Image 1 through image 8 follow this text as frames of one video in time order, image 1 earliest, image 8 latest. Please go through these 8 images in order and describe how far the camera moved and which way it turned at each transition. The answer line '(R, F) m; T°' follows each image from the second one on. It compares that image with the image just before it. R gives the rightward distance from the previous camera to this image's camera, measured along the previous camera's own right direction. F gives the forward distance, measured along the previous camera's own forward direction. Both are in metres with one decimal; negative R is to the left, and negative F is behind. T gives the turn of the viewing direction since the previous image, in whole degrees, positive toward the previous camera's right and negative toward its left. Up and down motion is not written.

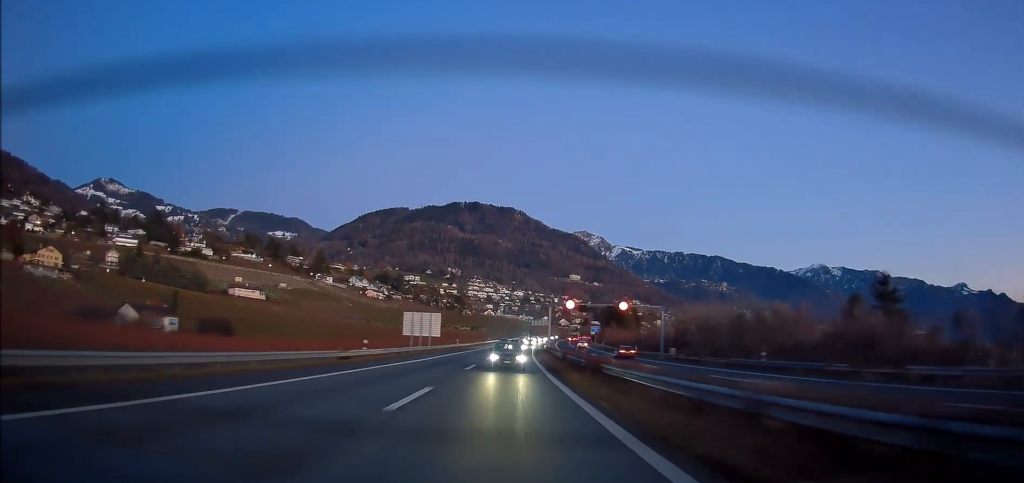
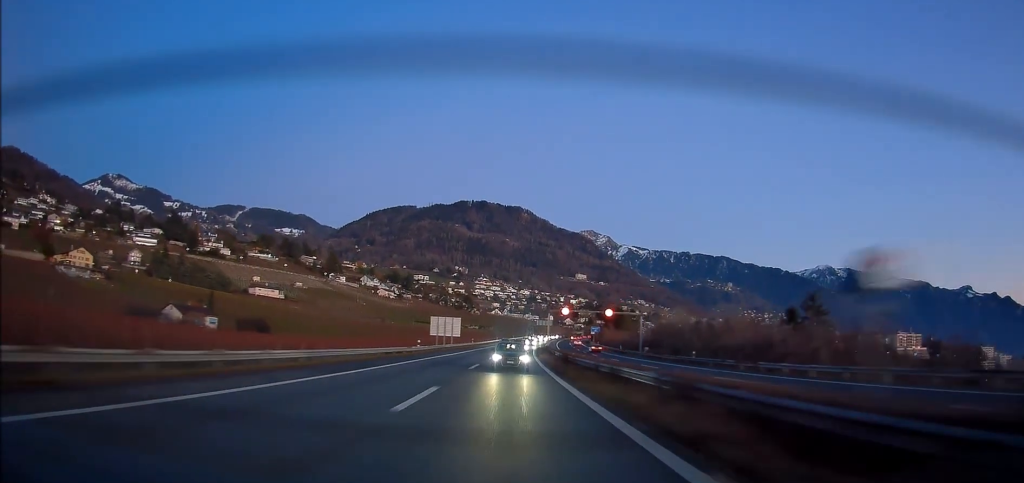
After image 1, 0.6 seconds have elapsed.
(-0.2, +17.6) m; 0°
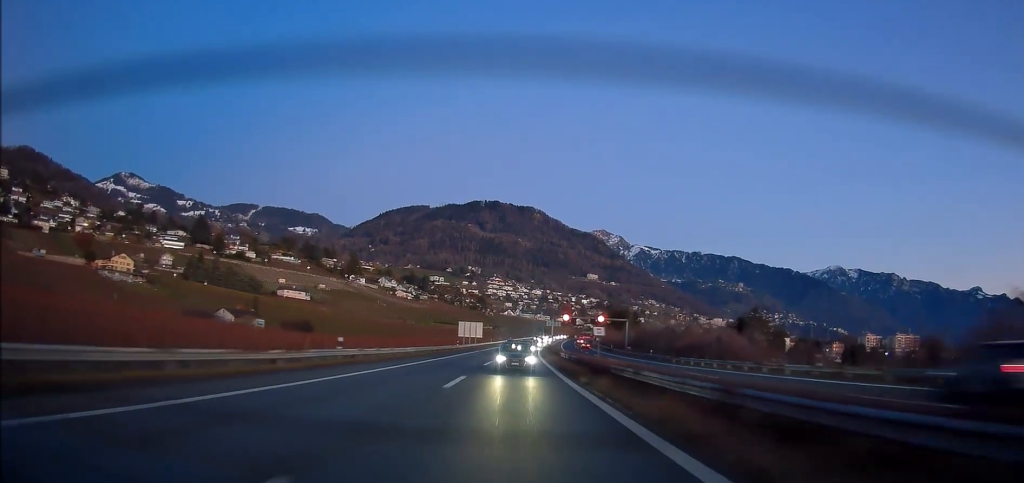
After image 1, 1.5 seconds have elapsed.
(+0.1, +24.7) m; -1°
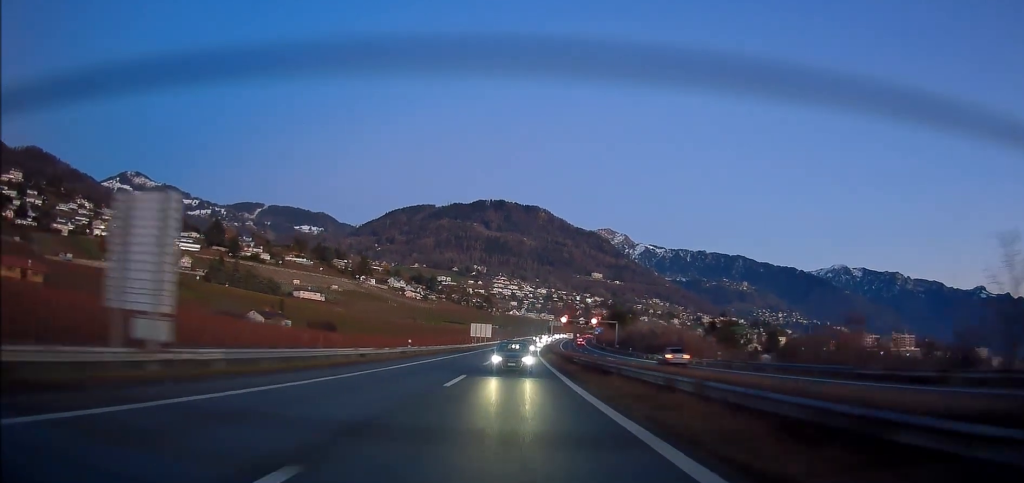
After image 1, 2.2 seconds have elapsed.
(-0.2, +19.0) m; -1°
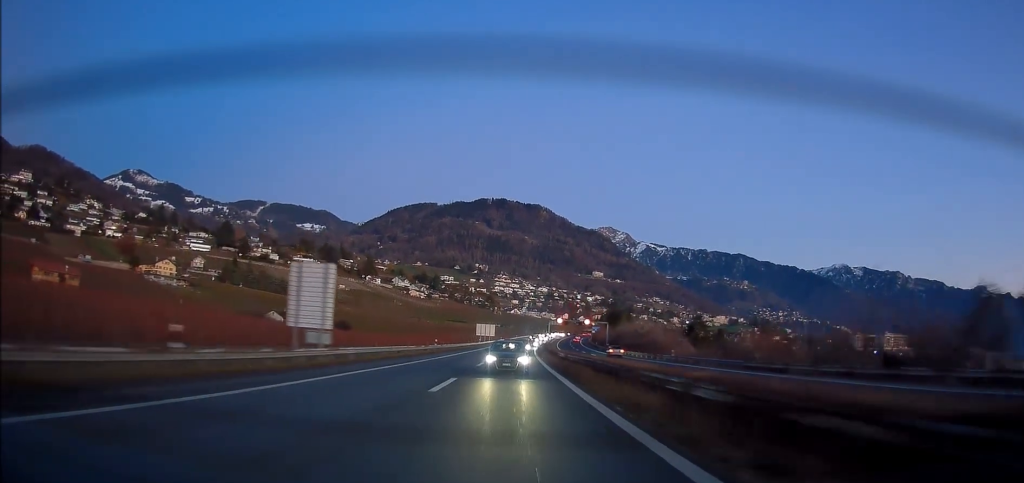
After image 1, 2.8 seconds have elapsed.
(-0.1, +16.2) m; 0°
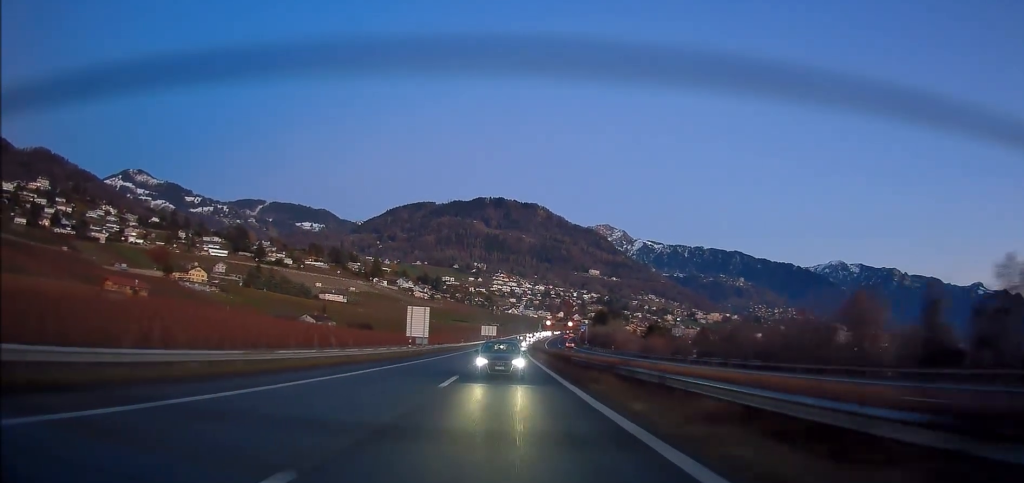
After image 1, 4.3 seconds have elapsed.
(+0.1, +39.1) m; 0°
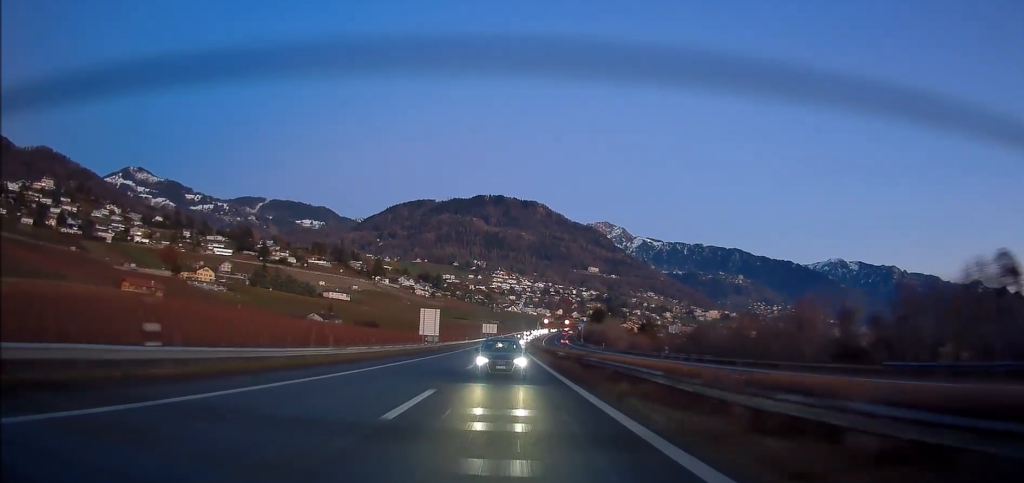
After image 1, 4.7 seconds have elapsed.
(0.0, +10.5) m; 0°
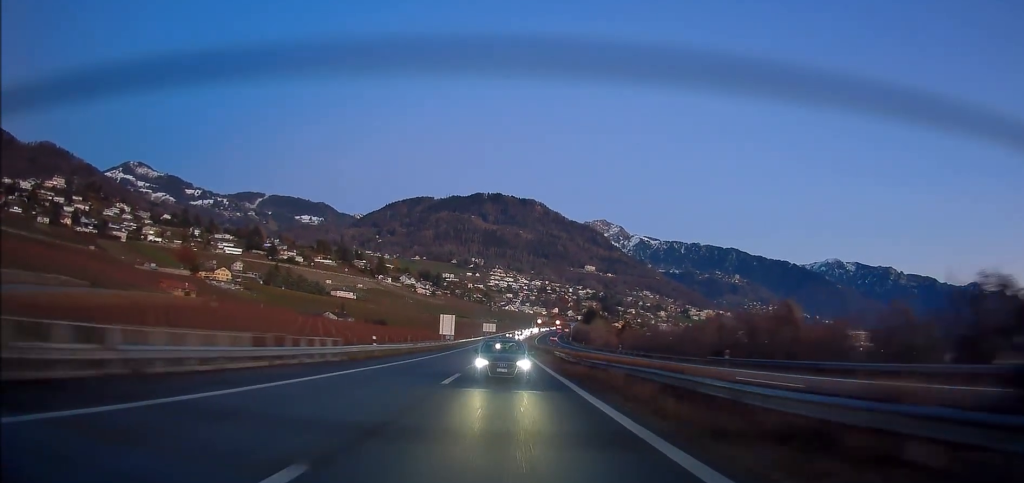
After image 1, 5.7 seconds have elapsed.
(+0.1, +26.8) m; 0°
